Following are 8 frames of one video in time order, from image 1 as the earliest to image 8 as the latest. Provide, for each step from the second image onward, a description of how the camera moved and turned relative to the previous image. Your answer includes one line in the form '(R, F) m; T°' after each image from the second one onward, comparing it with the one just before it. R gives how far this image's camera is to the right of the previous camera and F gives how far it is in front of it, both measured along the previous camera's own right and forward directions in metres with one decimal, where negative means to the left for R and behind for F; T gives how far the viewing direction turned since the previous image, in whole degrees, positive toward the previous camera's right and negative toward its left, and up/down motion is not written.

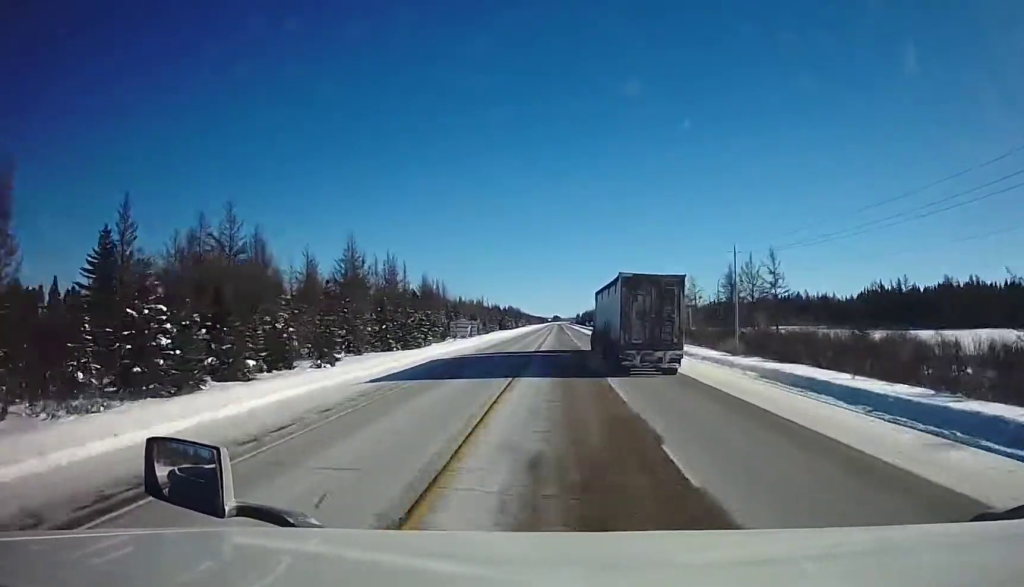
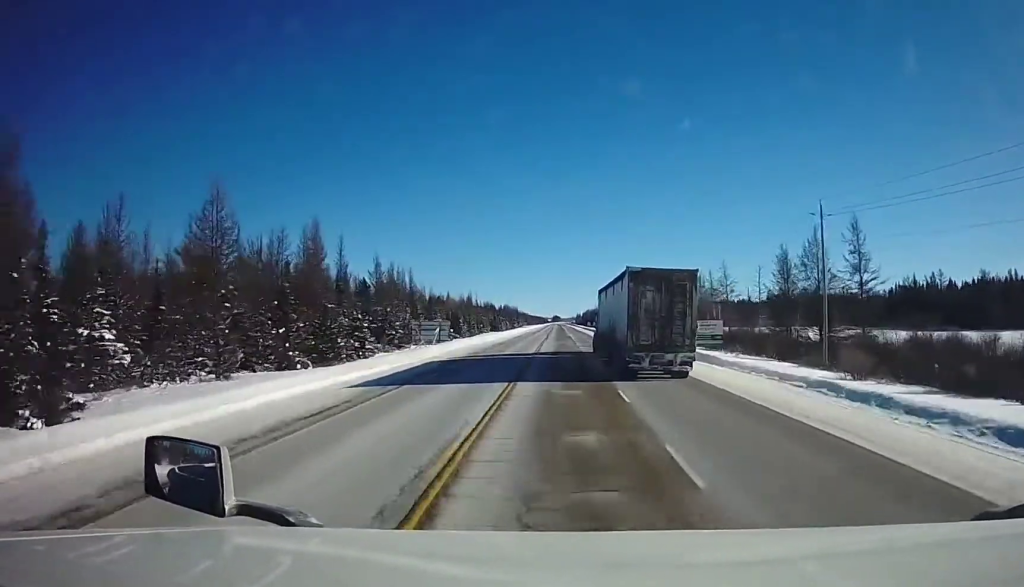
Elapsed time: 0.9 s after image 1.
(-0.2, +27.7) m; 0°
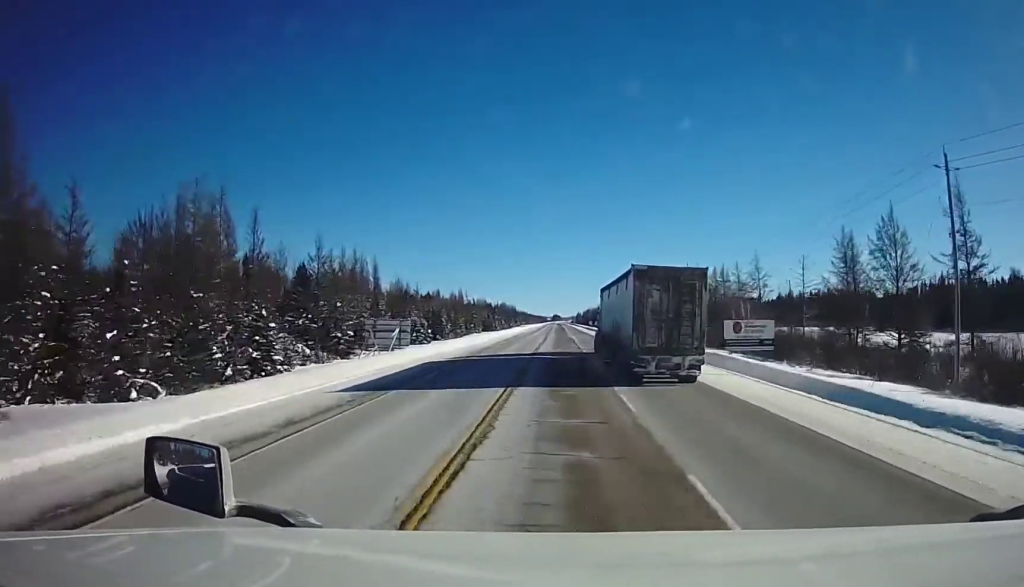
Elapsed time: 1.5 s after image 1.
(-0.1, +19.5) m; 0°
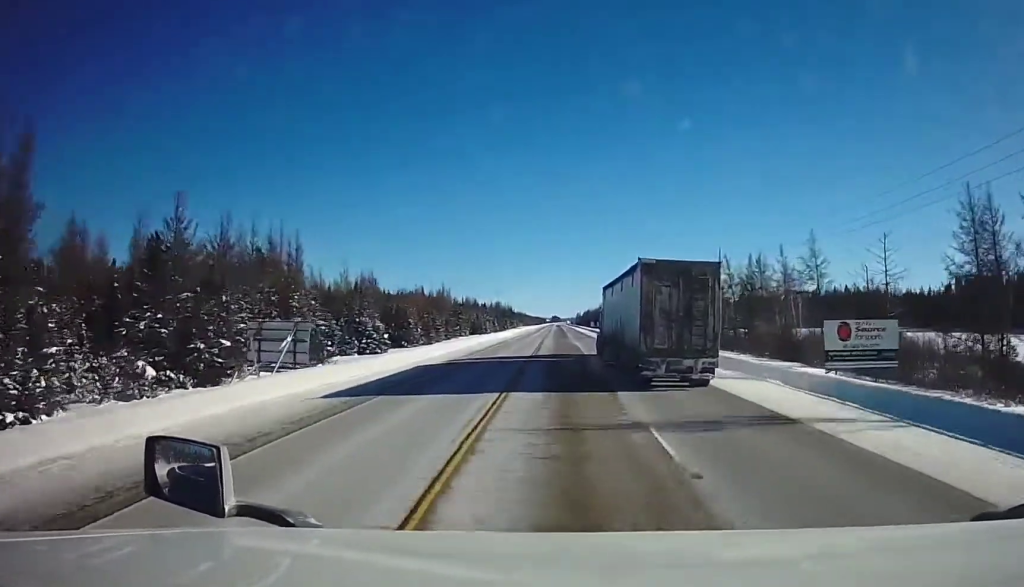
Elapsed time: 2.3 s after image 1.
(-0.1, +23.6) m; 0°
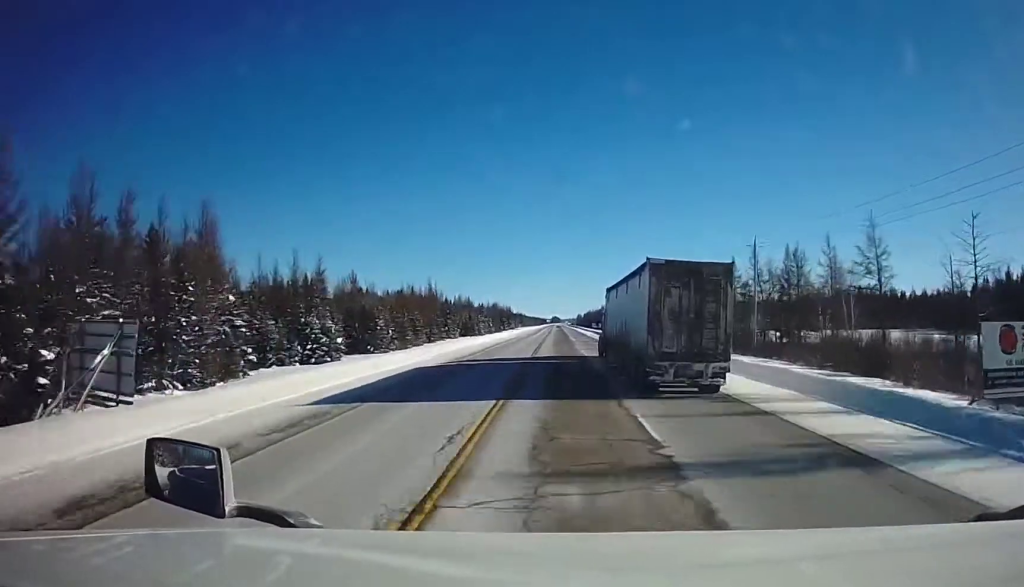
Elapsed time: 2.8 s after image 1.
(+0.1, +15.4) m; 0°
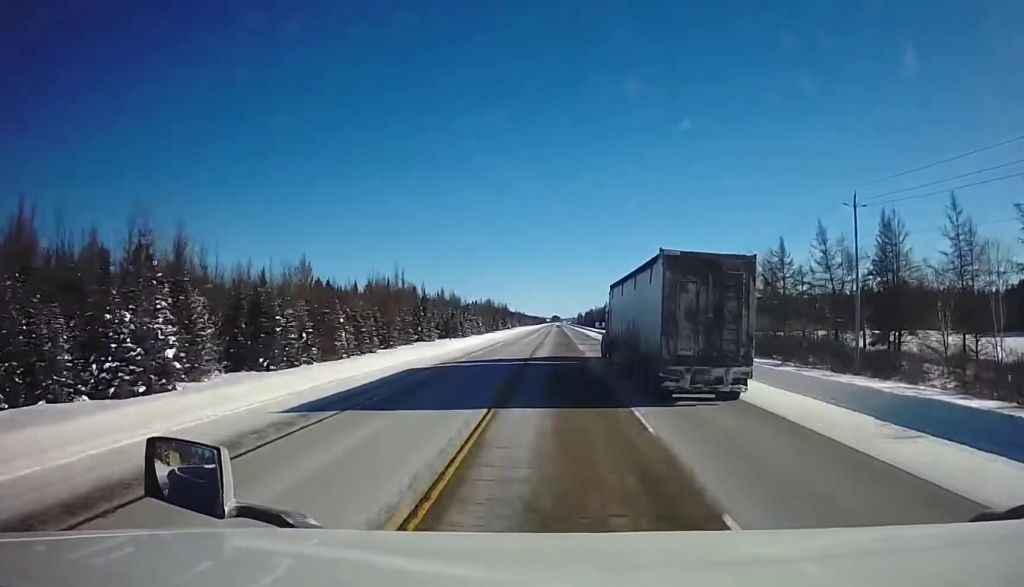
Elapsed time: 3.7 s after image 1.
(0.0, +26.9) m; 0°
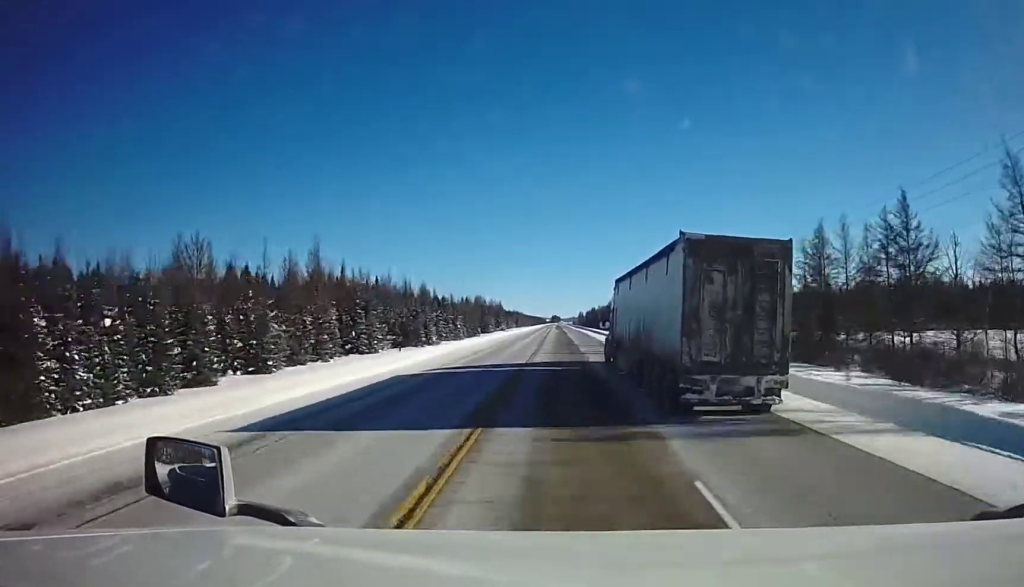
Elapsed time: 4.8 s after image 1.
(-0.3, +34.2) m; -1°
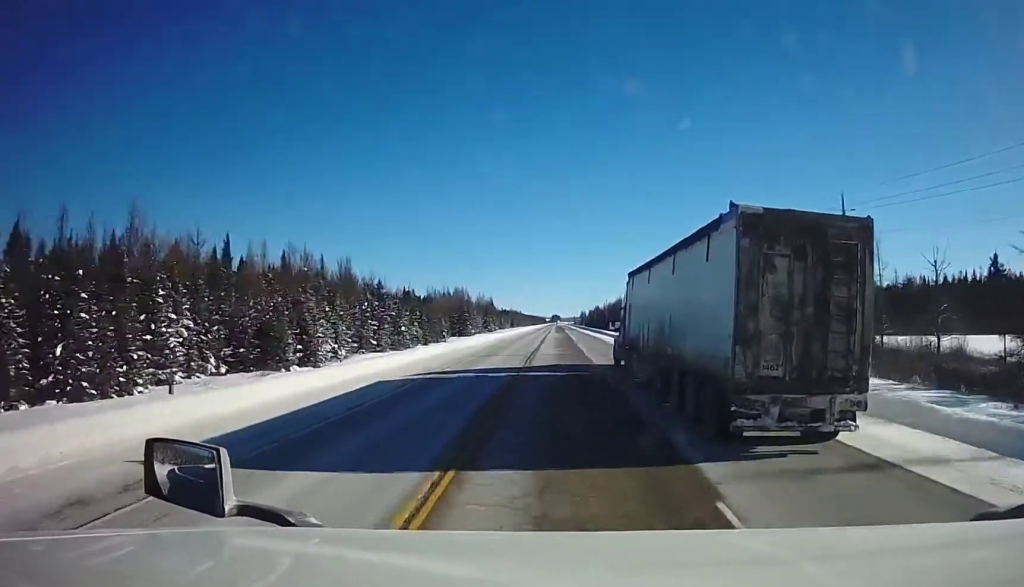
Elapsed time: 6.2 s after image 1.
(+0.1, +45.6) m; 0°
